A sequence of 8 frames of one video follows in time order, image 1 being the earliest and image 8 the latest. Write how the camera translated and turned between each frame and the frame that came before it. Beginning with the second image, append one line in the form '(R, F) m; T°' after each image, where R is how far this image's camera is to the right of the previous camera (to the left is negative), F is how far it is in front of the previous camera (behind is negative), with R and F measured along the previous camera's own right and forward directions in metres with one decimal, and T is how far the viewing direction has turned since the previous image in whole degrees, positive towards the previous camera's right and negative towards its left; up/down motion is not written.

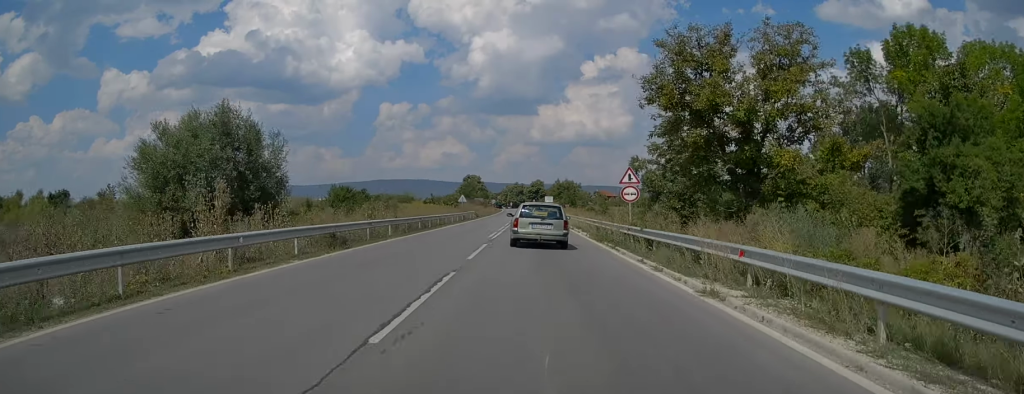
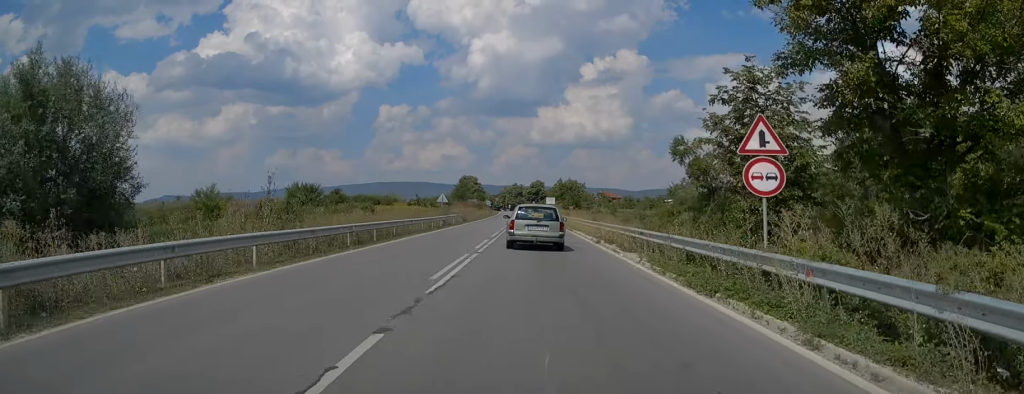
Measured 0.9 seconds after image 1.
(0.0, +14.8) m; 0°
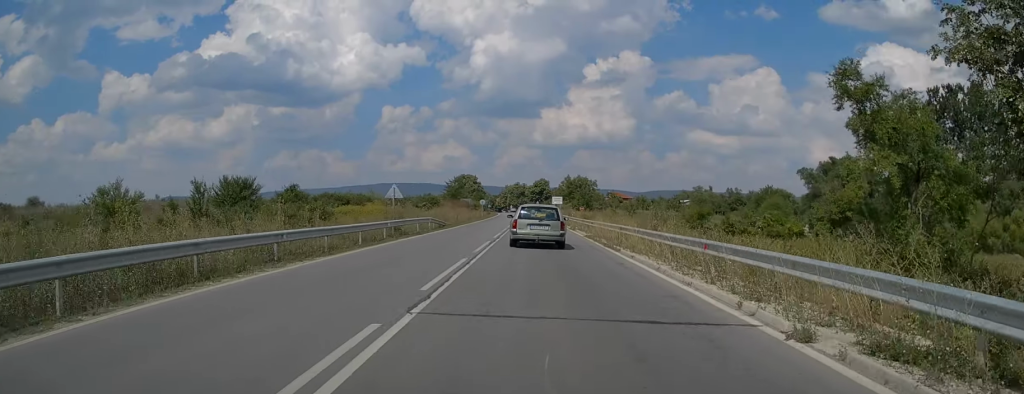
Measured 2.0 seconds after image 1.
(-0.1, +19.1) m; 0°
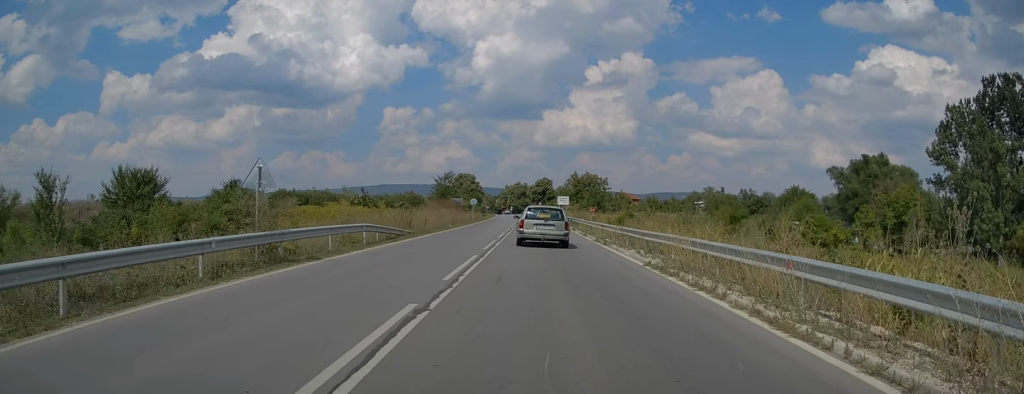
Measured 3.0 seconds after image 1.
(+0.2, +16.1) m; 0°
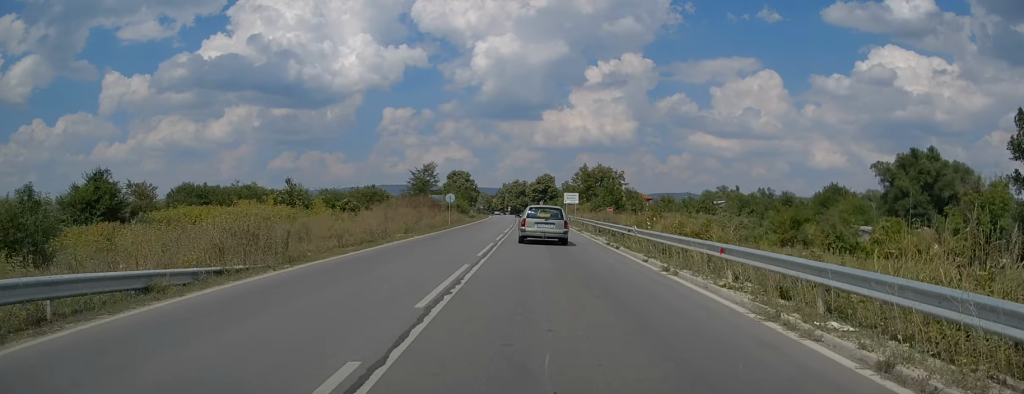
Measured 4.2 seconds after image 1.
(-0.2, +20.4) m; 0°
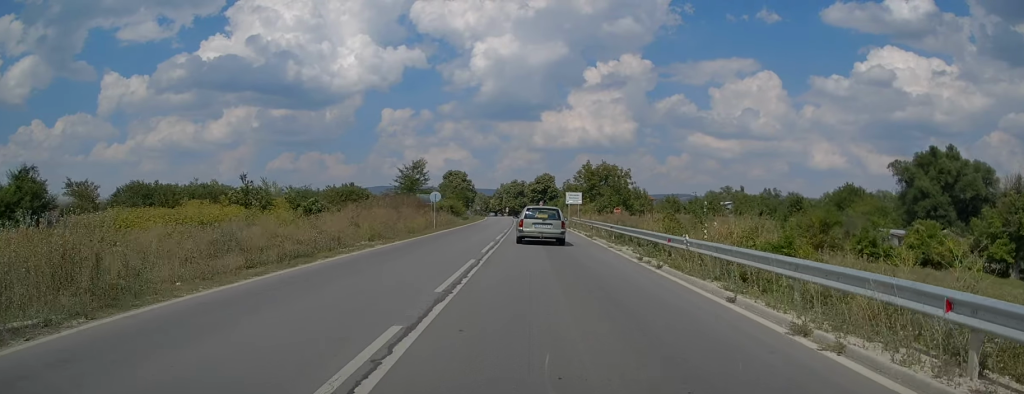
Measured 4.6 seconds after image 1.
(-0.1, +7.2) m; 0°
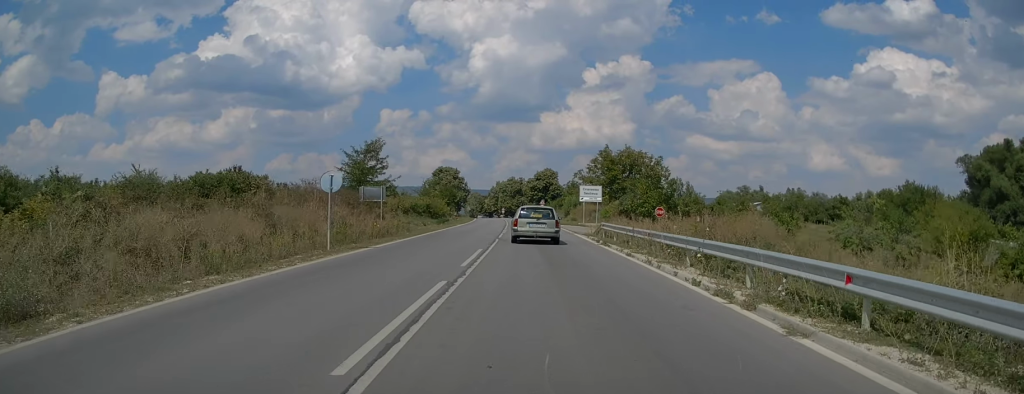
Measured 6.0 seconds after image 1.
(+0.2, +22.0) m; 0°
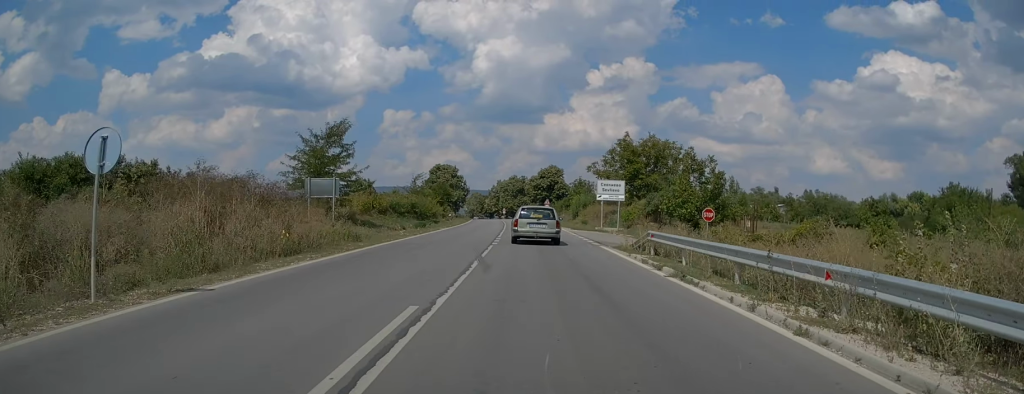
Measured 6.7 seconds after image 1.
(-0.1, +11.5) m; 0°
